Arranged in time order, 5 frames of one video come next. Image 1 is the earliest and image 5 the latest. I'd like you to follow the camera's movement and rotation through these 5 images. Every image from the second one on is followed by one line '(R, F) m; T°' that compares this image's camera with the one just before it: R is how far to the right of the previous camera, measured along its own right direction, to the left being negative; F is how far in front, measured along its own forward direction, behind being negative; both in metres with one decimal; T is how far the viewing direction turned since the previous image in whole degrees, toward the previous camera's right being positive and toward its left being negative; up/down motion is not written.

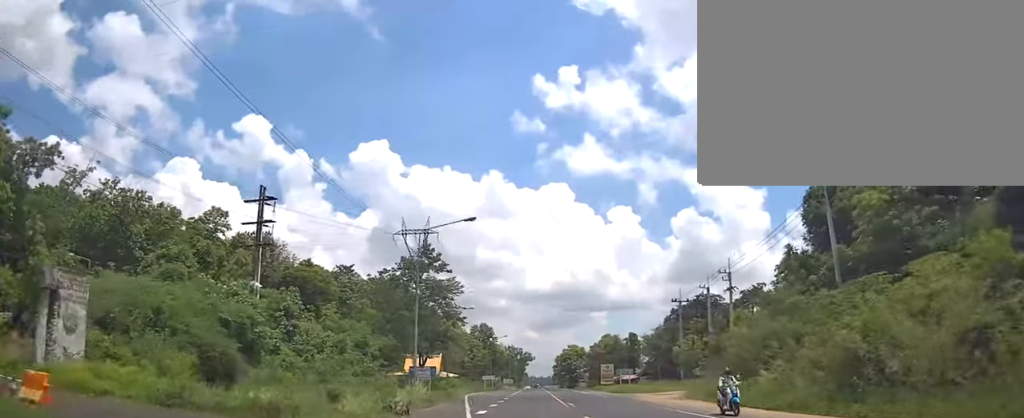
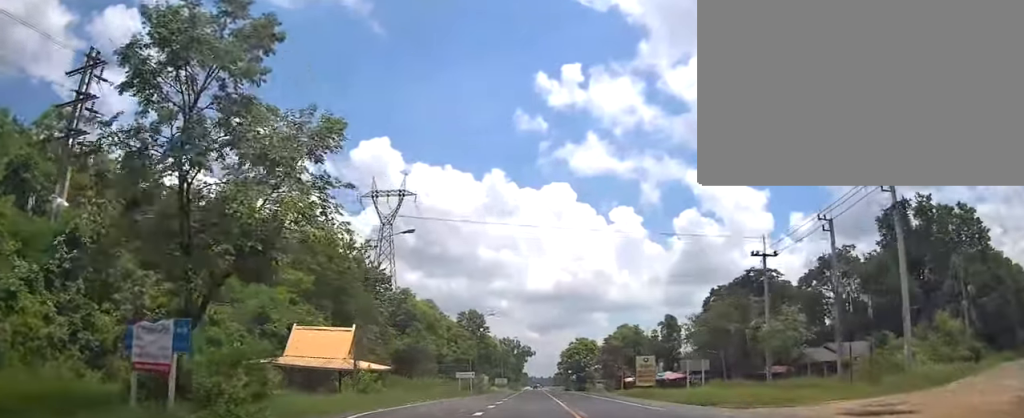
(-0.6, +30.9) m; -1°
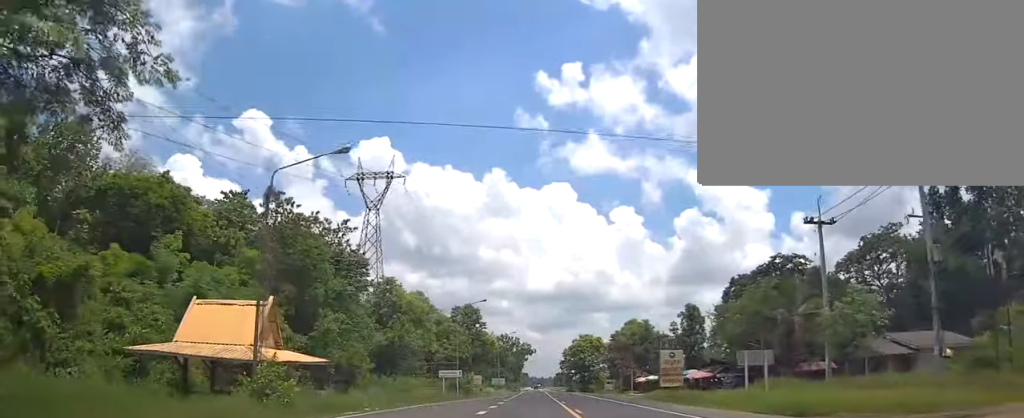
(0.0, +10.9) m; 0°
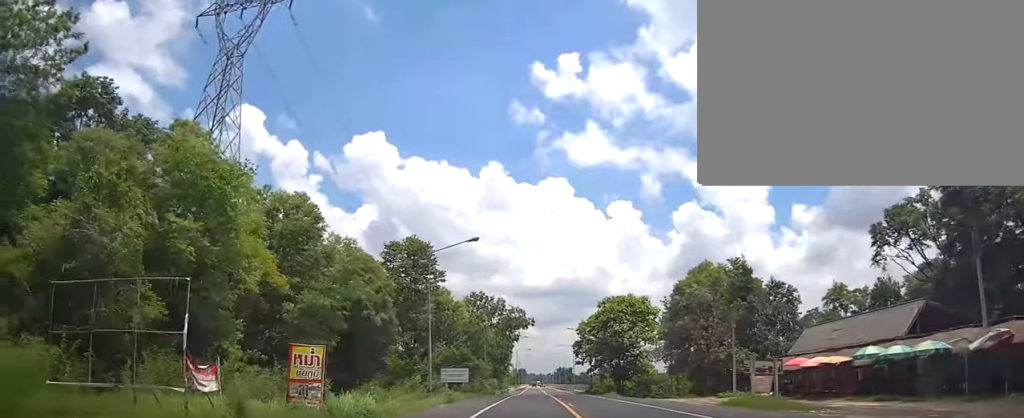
(0.0, +55.6) m; 0°
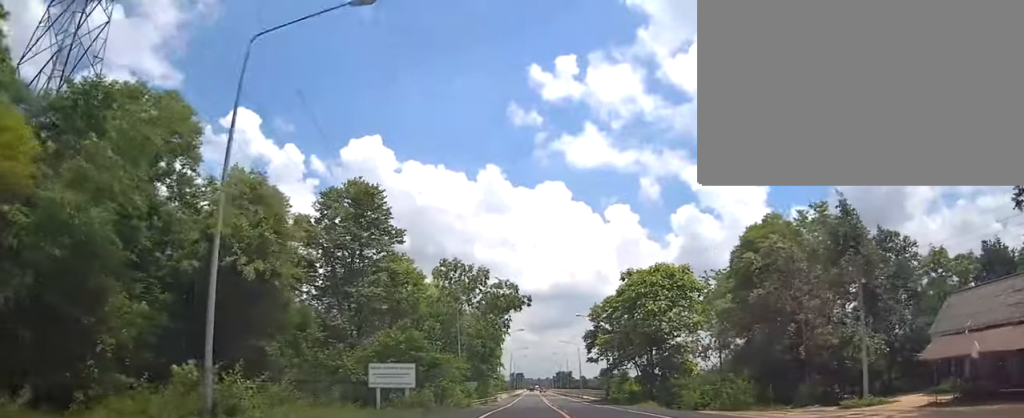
(-0.1, +21.3) m; +1°
